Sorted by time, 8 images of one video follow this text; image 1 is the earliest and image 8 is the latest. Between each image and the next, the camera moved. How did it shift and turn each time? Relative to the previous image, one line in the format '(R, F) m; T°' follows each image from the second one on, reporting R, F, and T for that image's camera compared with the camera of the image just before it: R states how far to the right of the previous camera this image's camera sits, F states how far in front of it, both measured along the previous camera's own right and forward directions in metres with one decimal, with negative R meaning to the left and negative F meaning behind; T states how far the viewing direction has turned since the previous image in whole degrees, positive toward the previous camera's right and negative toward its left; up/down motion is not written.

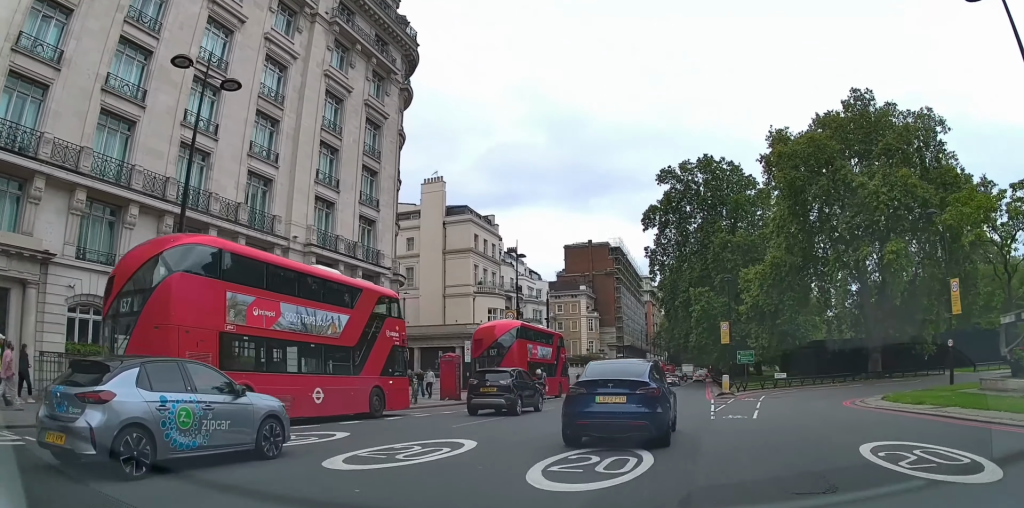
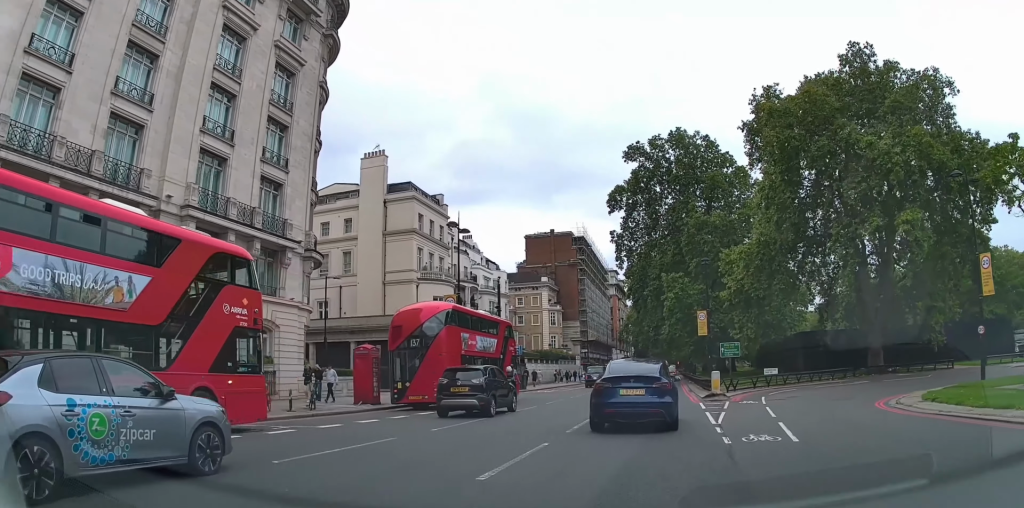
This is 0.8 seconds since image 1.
(0.0, +6.5) m; +3°
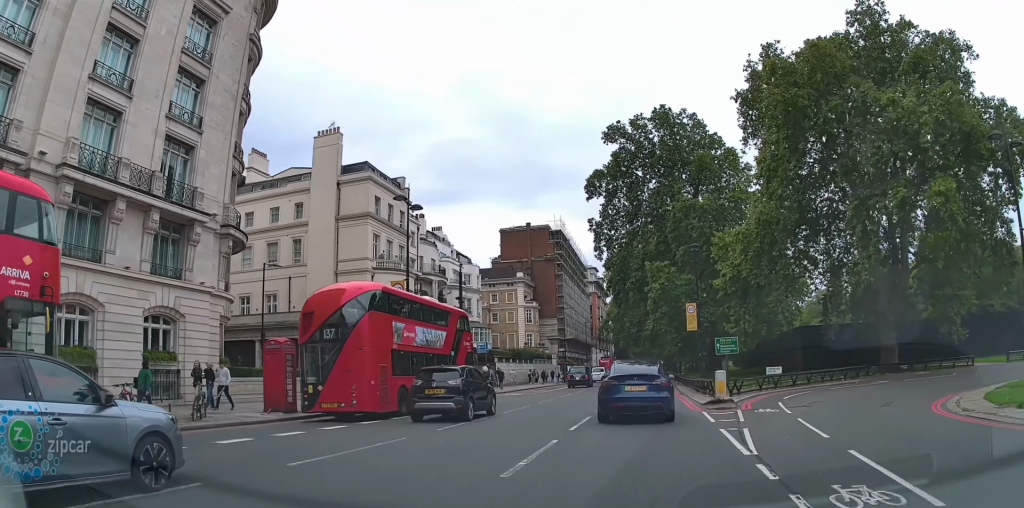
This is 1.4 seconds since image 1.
(+0.2, +5.2) m; +3°
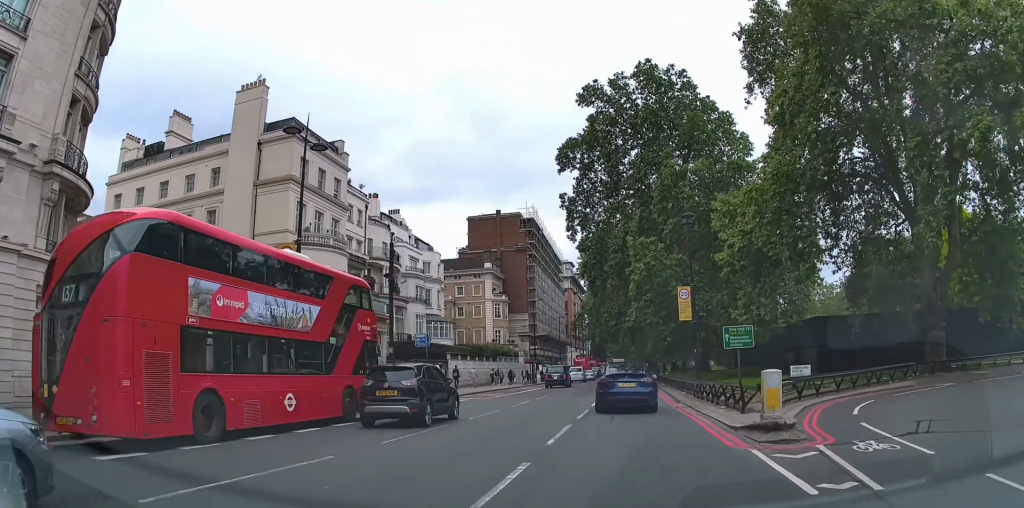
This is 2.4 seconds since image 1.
(+0.3, +8.4) m; +2°
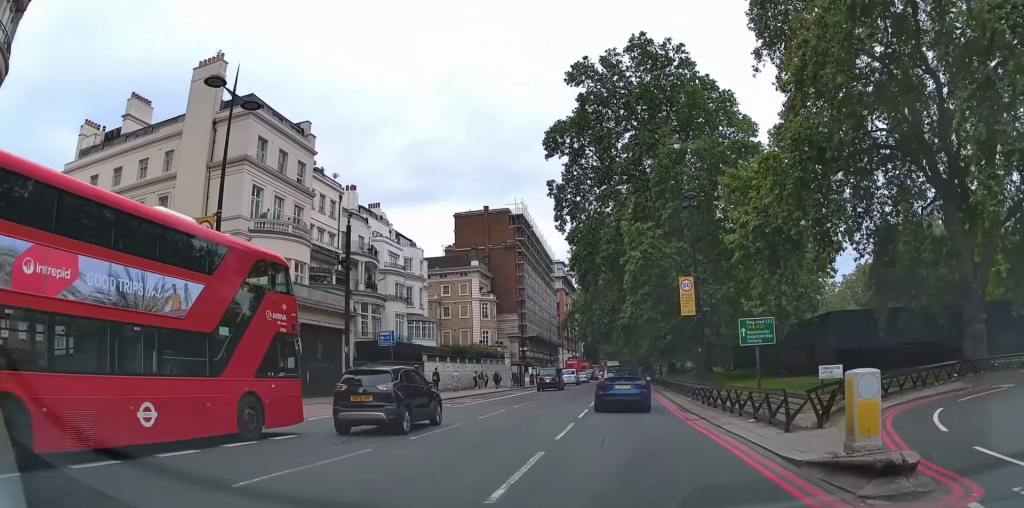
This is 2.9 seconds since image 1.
(+0.1, +4.2) m; 0°
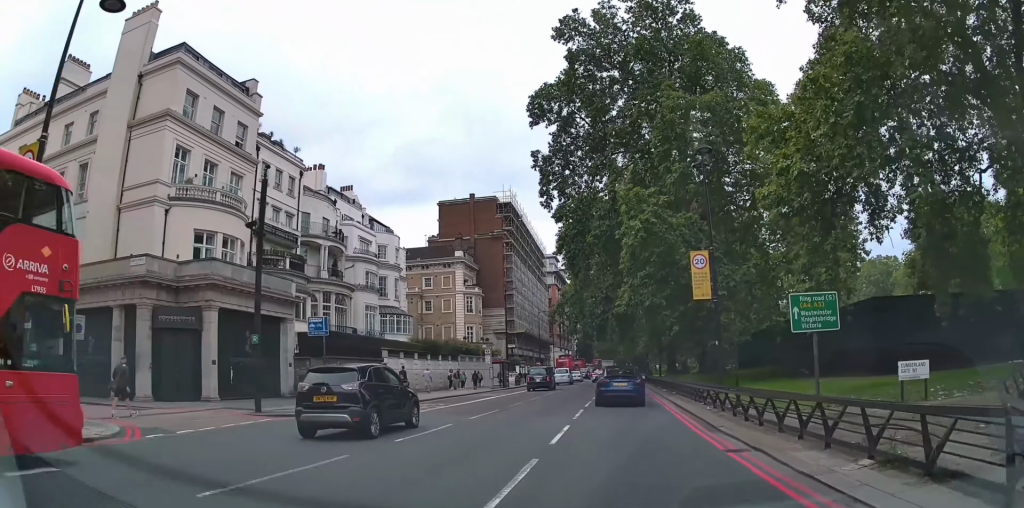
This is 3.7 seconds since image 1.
(-0.1, +6.3) m; 0°
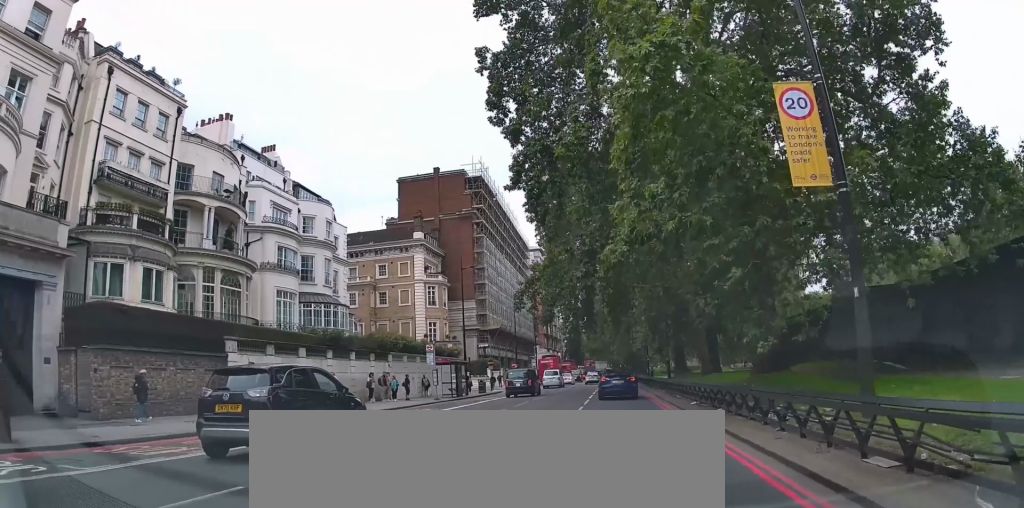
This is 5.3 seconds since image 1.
(+0.1, +14.2) m; +1°
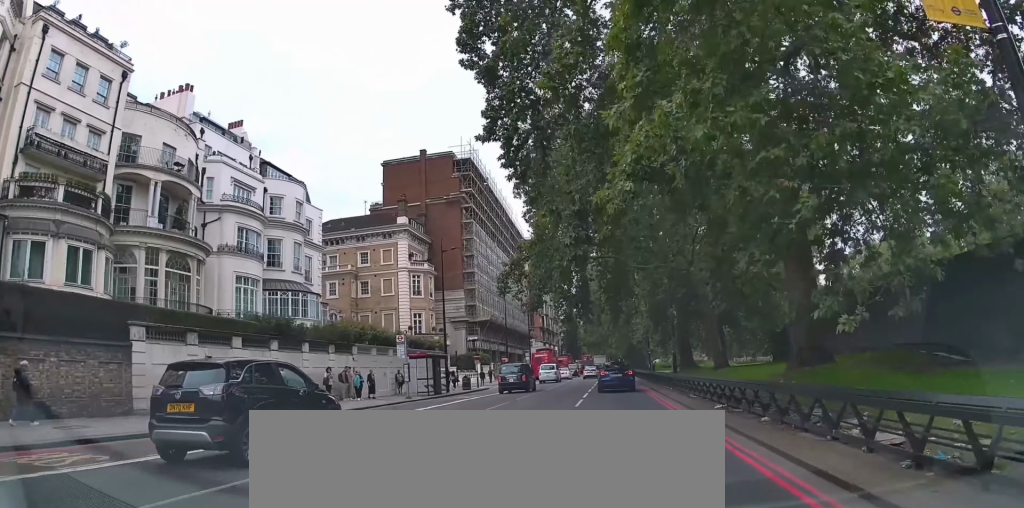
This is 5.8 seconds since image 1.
(0.0, +4.9) m; 0°
